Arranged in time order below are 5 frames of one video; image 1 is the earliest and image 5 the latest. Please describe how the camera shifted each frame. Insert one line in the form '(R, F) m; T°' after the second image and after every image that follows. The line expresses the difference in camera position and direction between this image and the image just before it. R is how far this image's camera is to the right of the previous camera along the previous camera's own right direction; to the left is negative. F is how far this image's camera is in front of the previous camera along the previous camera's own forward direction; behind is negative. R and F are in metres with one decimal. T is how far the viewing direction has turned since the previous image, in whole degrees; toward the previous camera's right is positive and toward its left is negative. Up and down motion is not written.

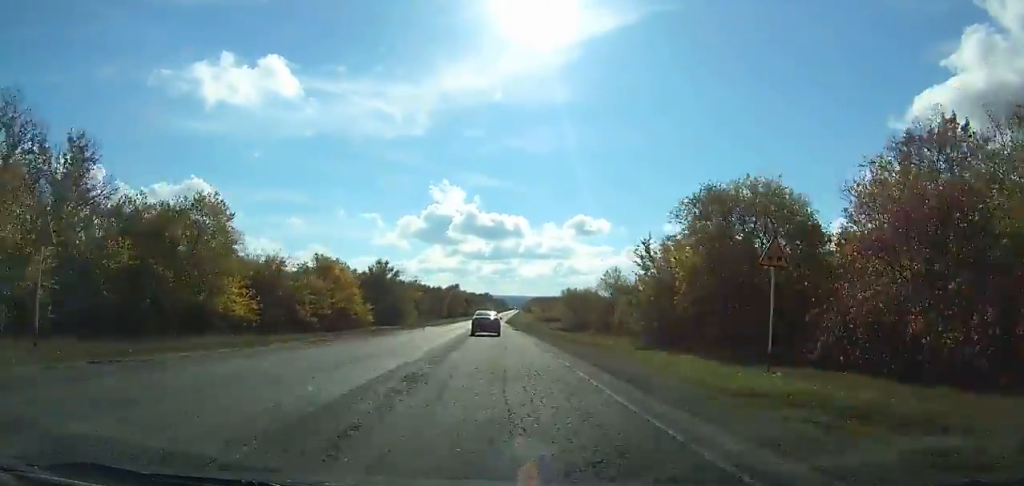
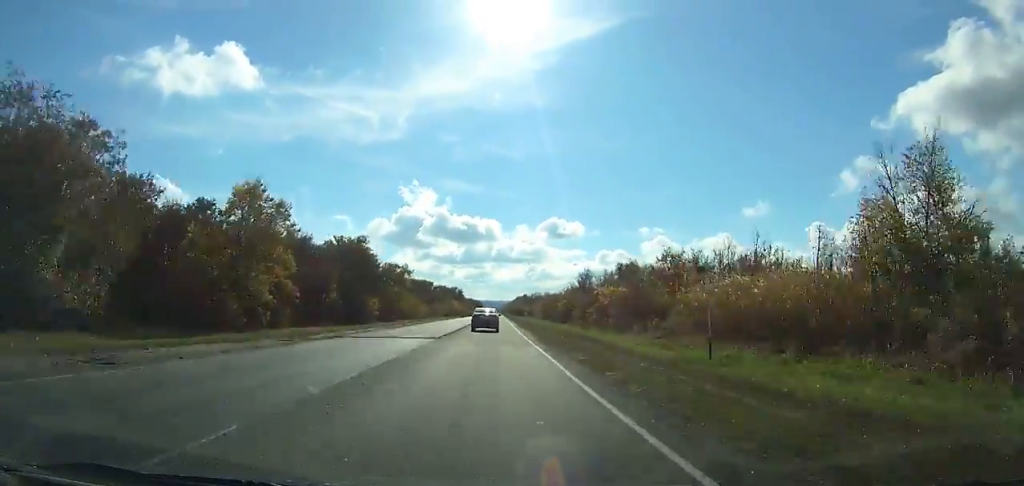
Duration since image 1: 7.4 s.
(+2.6, +191.1) m; +2°
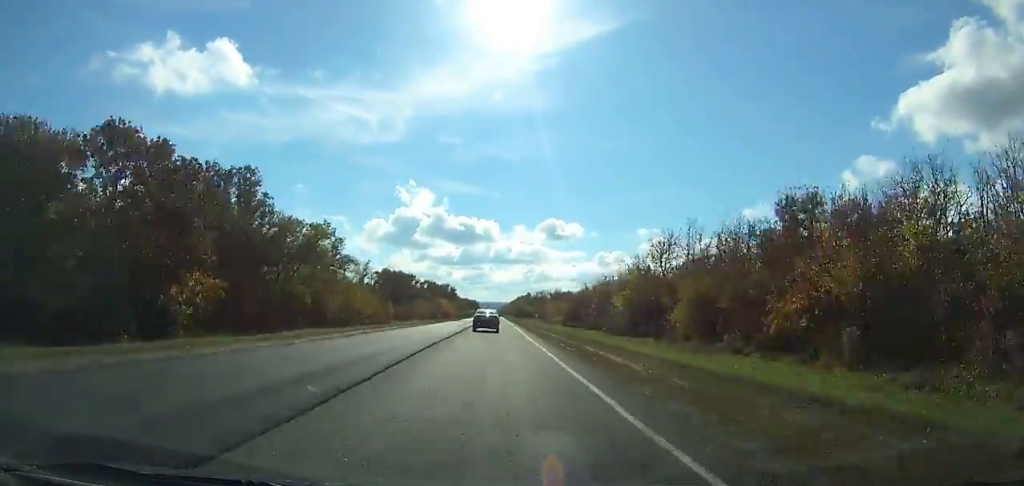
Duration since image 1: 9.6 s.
(+0.6, +53.8) m; +1°
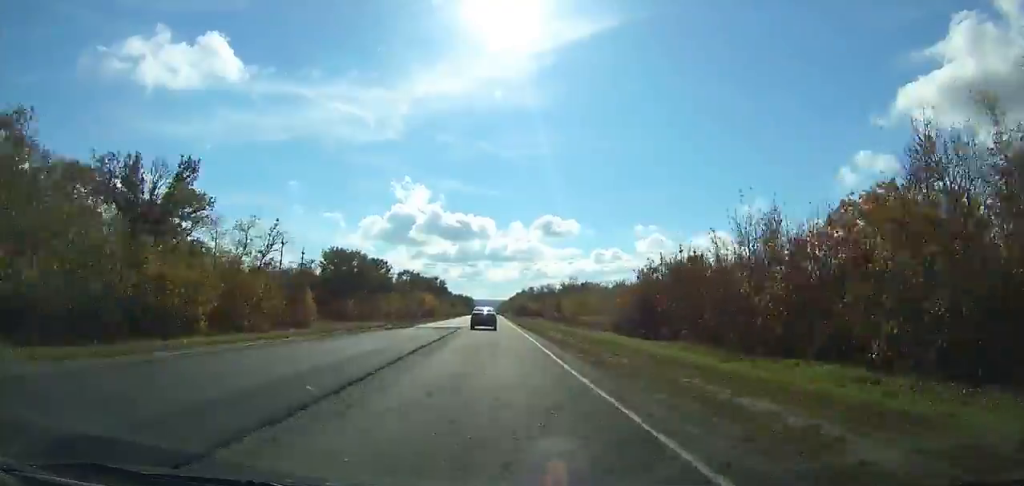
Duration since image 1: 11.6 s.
(+0.2, +47.2) m; -1°
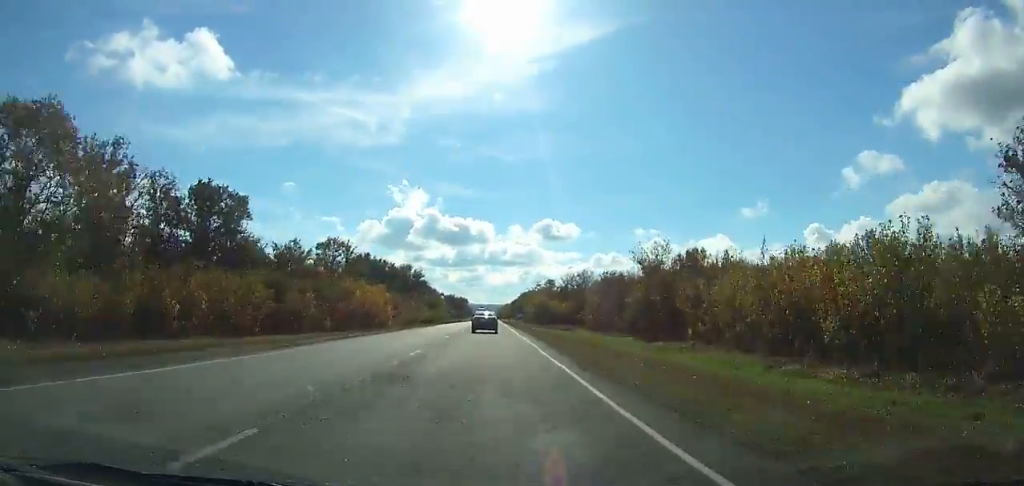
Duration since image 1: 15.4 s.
(-2.3, +87.6) m; +1°
